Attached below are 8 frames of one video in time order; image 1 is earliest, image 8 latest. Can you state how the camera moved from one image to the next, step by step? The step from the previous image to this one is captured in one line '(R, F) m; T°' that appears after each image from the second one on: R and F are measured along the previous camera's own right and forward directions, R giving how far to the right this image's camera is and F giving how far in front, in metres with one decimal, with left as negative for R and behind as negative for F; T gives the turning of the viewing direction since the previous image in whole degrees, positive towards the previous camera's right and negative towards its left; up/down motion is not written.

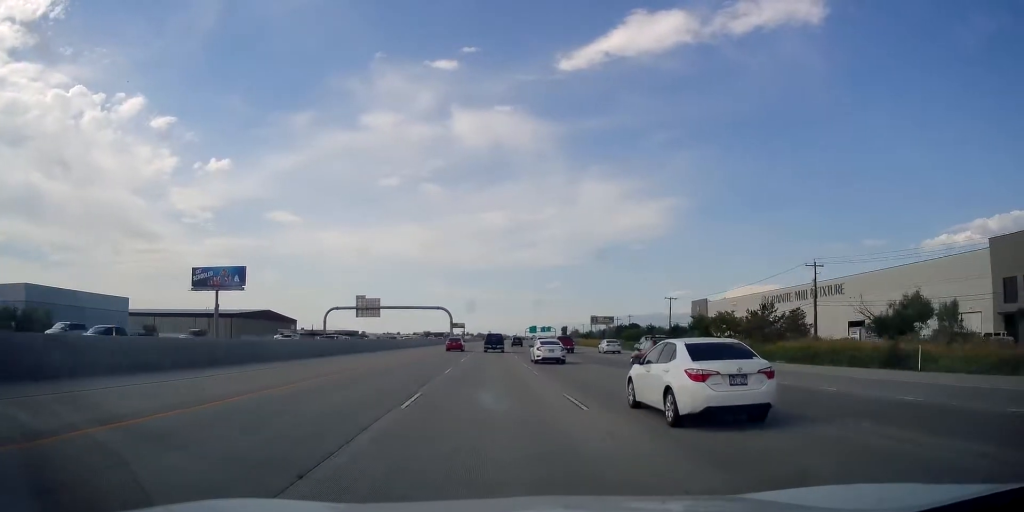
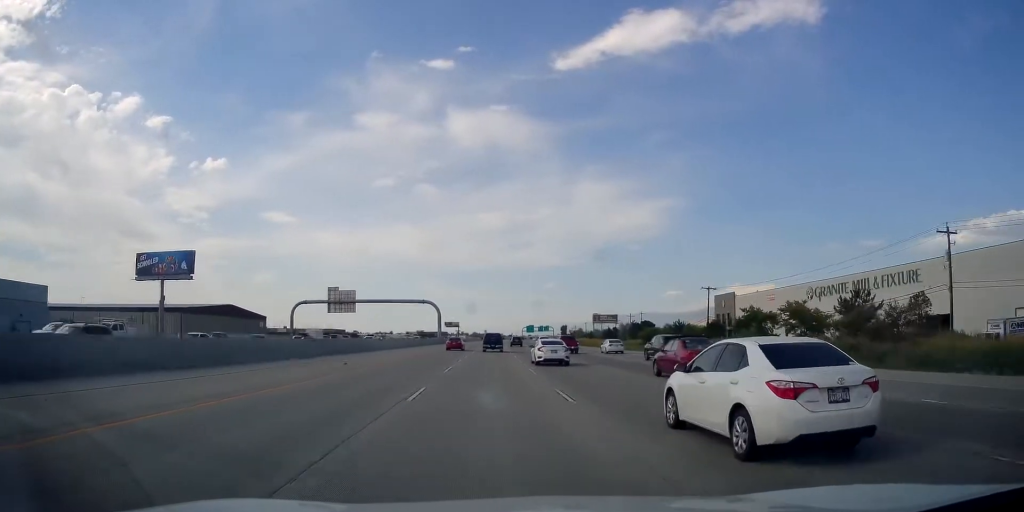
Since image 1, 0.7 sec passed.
(0.0, +22.5) m; 0°
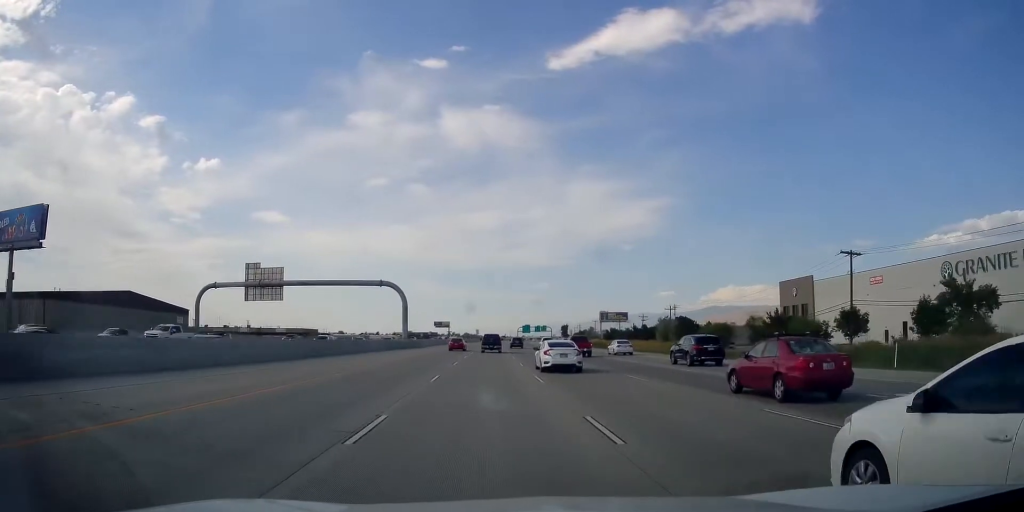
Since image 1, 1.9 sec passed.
(+0.4, +40.9) m; +1°
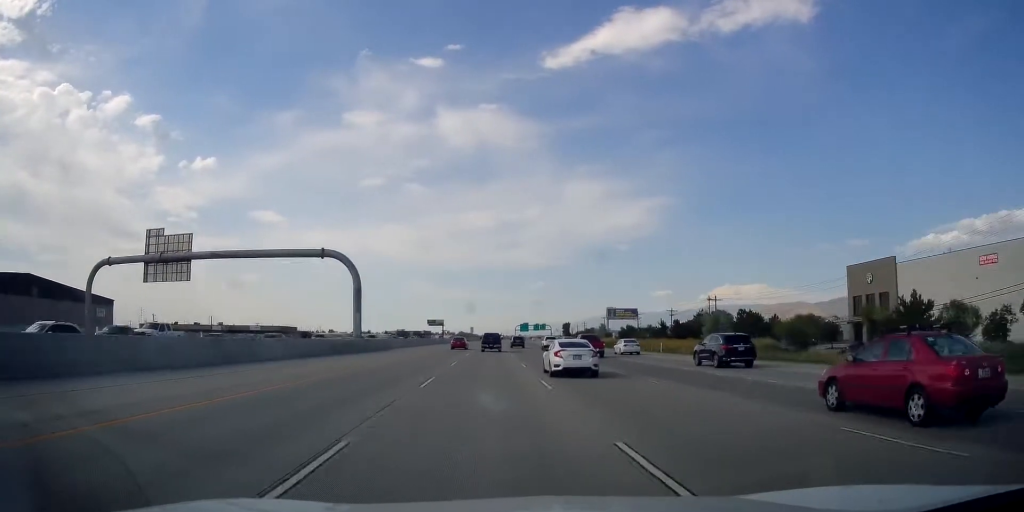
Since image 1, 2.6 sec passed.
(+0.3, +26.7) m; +1°
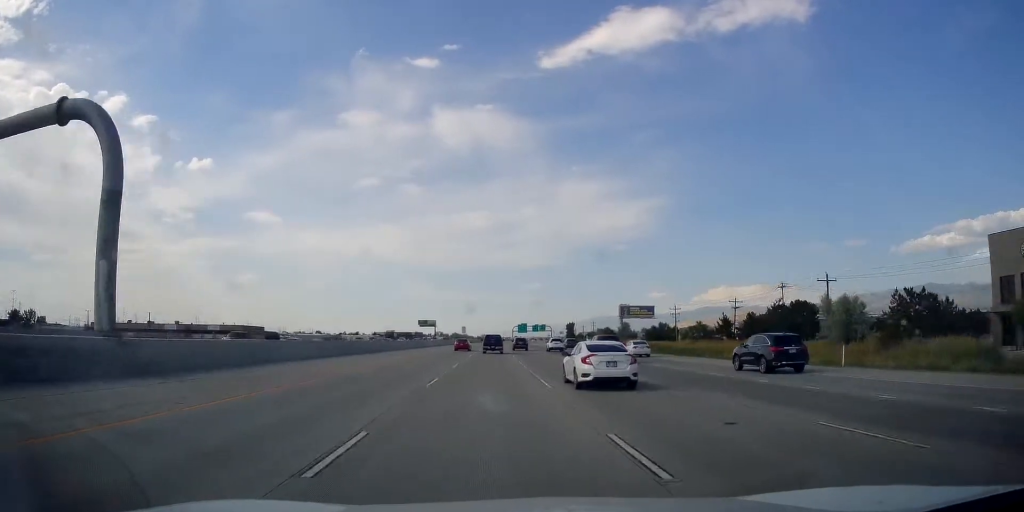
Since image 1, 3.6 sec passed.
(+0.4, +35.3) m; 0°
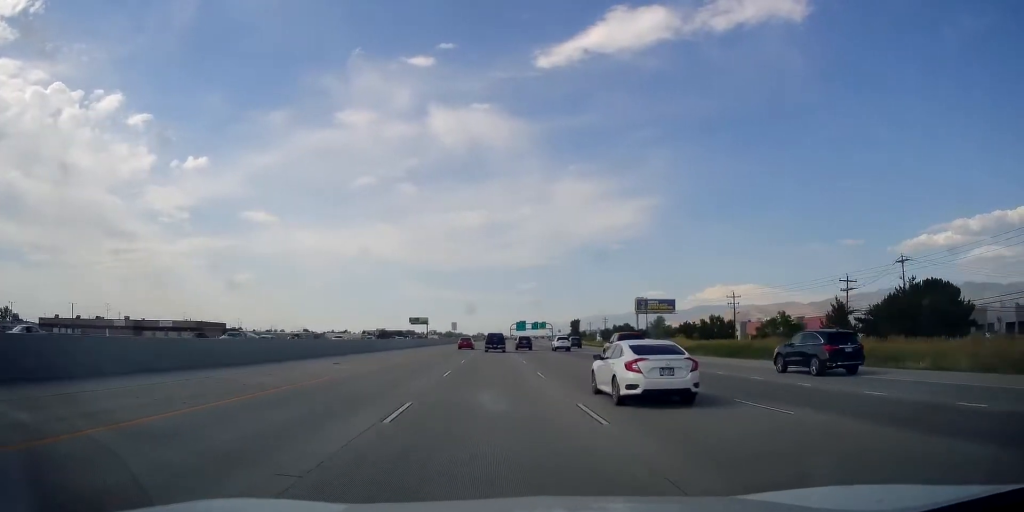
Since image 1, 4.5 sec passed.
(-0.1, +32.2) m; 0°
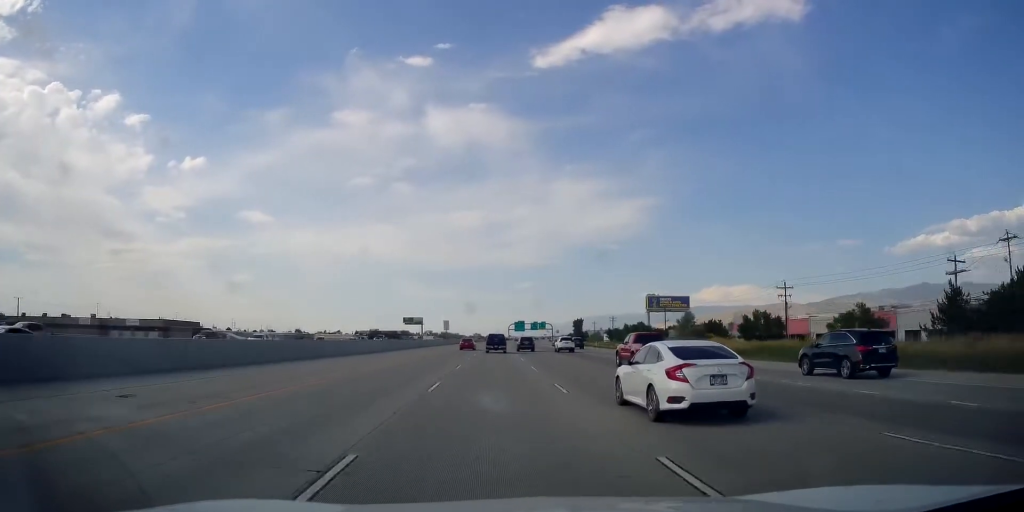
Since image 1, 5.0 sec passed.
(-0.2, +18.0) m; 0°
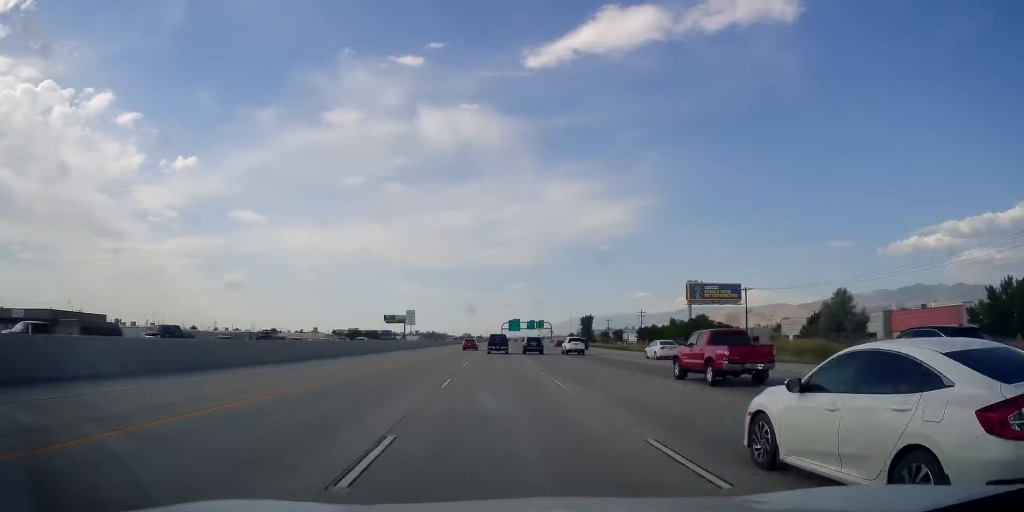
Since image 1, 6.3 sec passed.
(+1.0, +47.4) m; +1°
